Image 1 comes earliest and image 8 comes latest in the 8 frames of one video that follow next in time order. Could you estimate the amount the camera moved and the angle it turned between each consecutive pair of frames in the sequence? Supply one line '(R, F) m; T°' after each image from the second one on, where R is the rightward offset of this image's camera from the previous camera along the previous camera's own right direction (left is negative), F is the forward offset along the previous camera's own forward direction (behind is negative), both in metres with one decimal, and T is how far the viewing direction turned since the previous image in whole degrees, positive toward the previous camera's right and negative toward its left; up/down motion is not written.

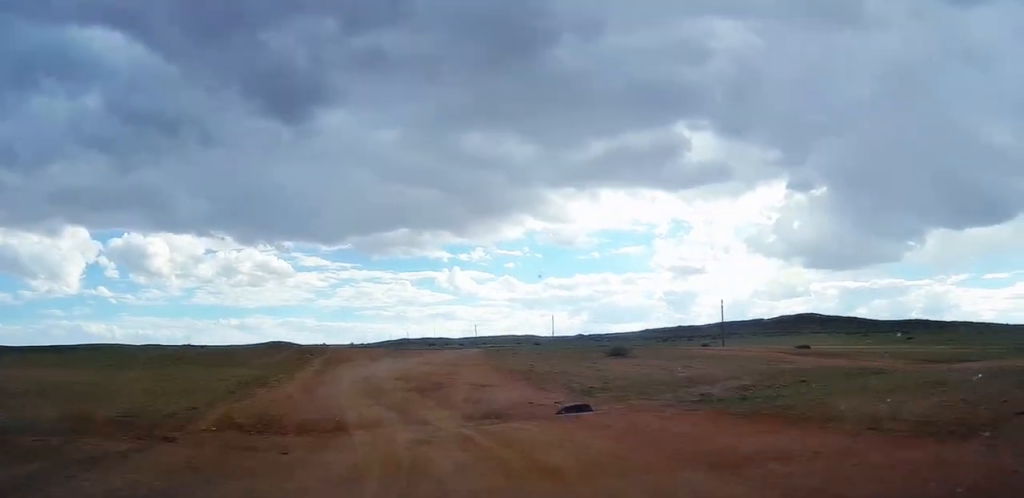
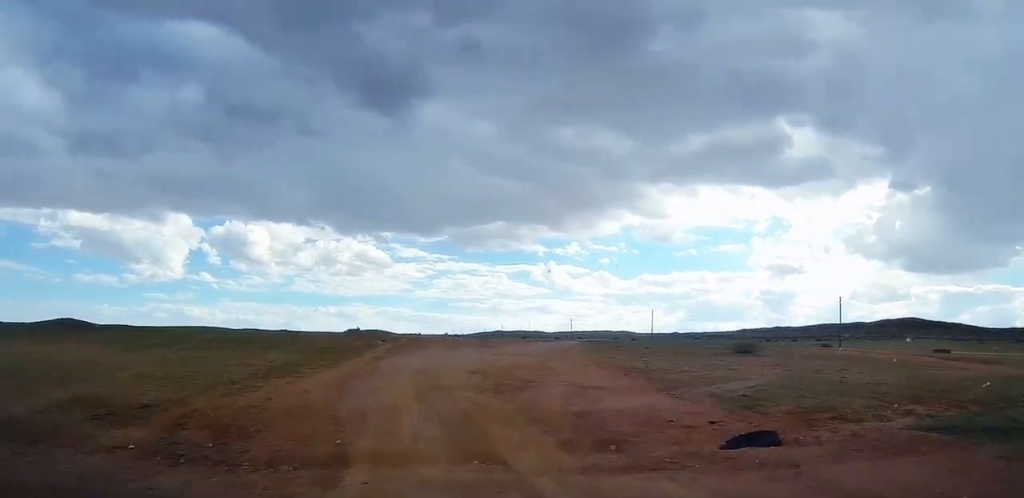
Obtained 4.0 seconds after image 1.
(+0.4, +15.8) m; +2°
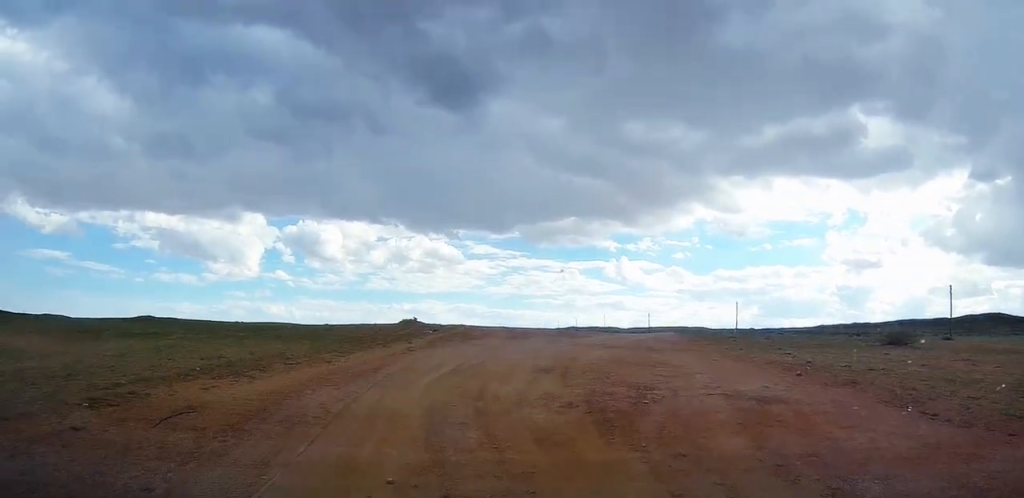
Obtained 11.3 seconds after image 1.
(+0.7, +22.3) m; +2°
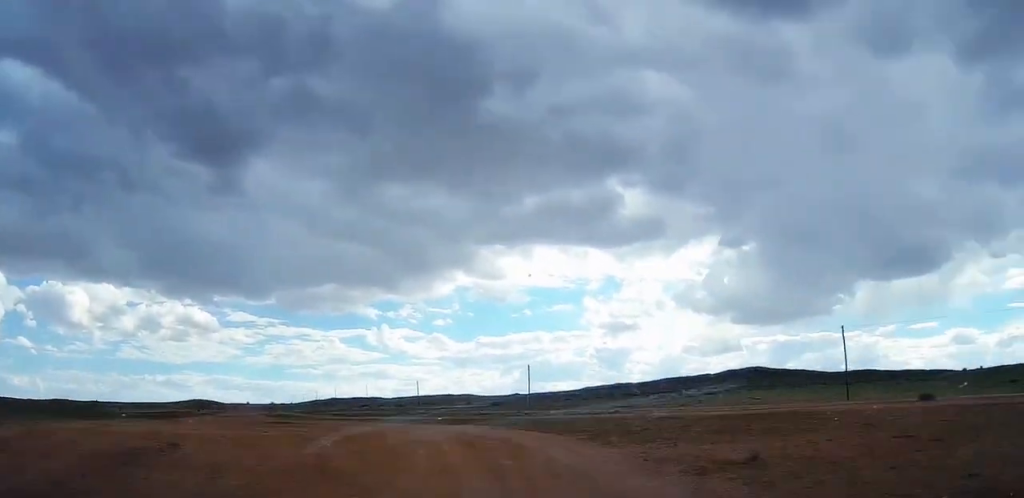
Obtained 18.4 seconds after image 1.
(+0.4, +16.1) m; -1°
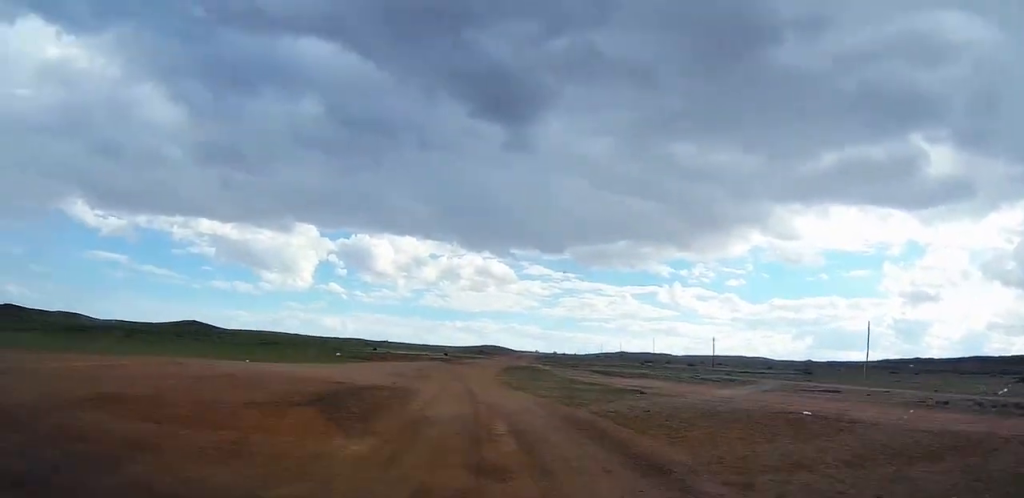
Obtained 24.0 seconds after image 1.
(+0.1, +8.8) m; -5°
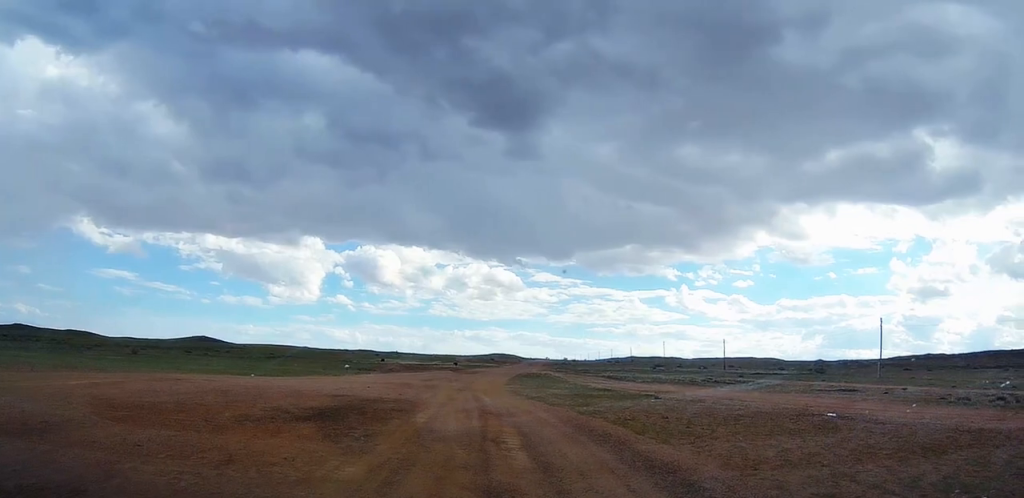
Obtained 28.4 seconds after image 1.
(-0.1, +6.6) m; -4°
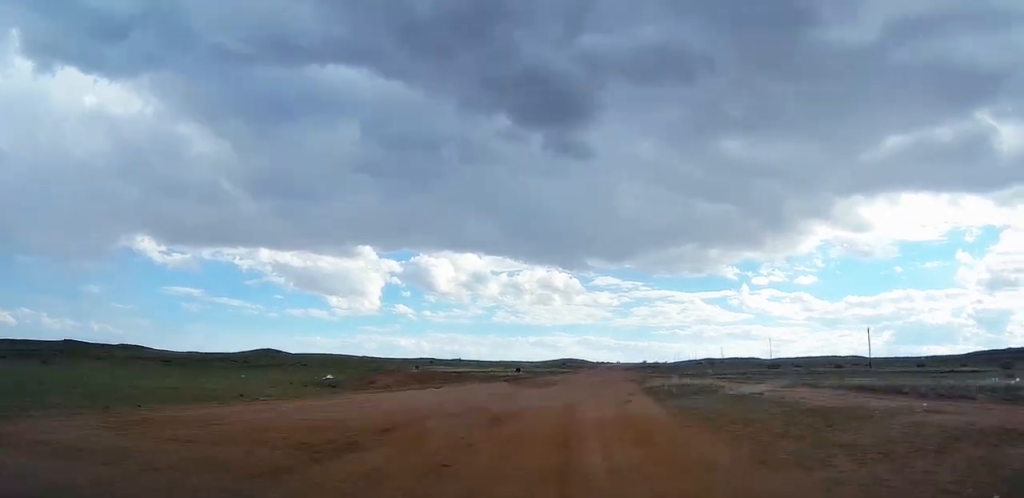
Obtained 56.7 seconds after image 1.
(-8.2, +94.0) m; -2°
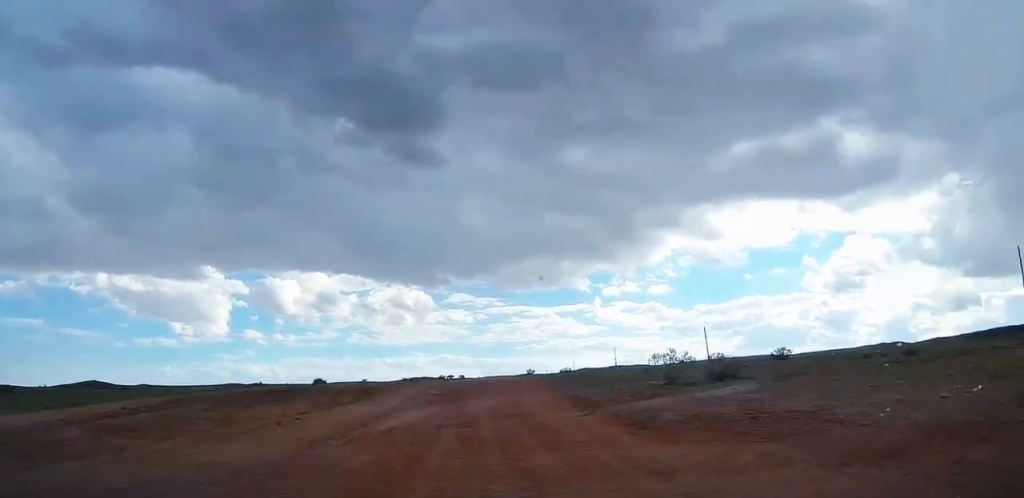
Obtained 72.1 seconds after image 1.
(+4.2, +117.9) m; +3°
